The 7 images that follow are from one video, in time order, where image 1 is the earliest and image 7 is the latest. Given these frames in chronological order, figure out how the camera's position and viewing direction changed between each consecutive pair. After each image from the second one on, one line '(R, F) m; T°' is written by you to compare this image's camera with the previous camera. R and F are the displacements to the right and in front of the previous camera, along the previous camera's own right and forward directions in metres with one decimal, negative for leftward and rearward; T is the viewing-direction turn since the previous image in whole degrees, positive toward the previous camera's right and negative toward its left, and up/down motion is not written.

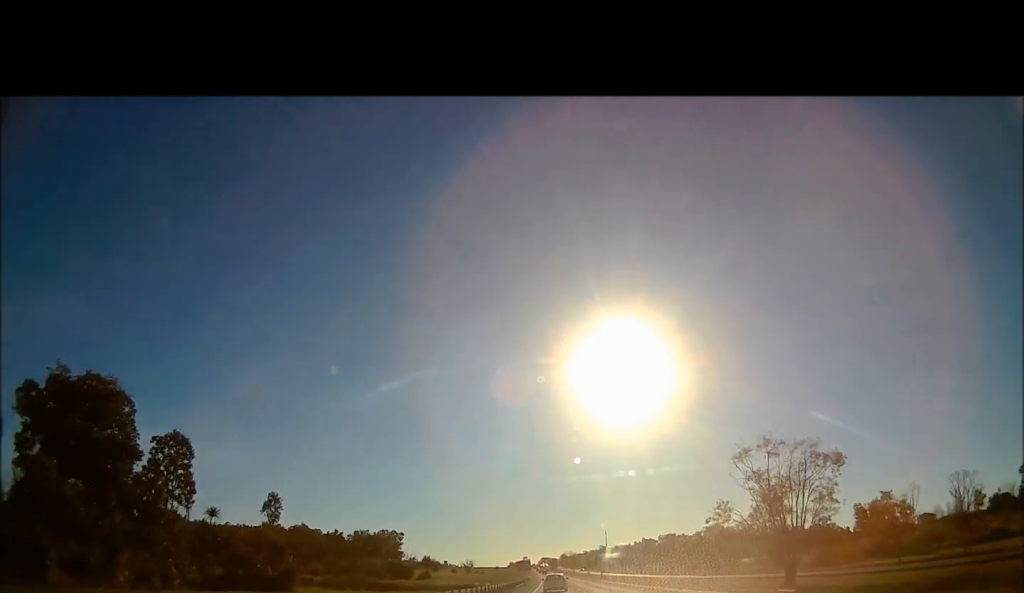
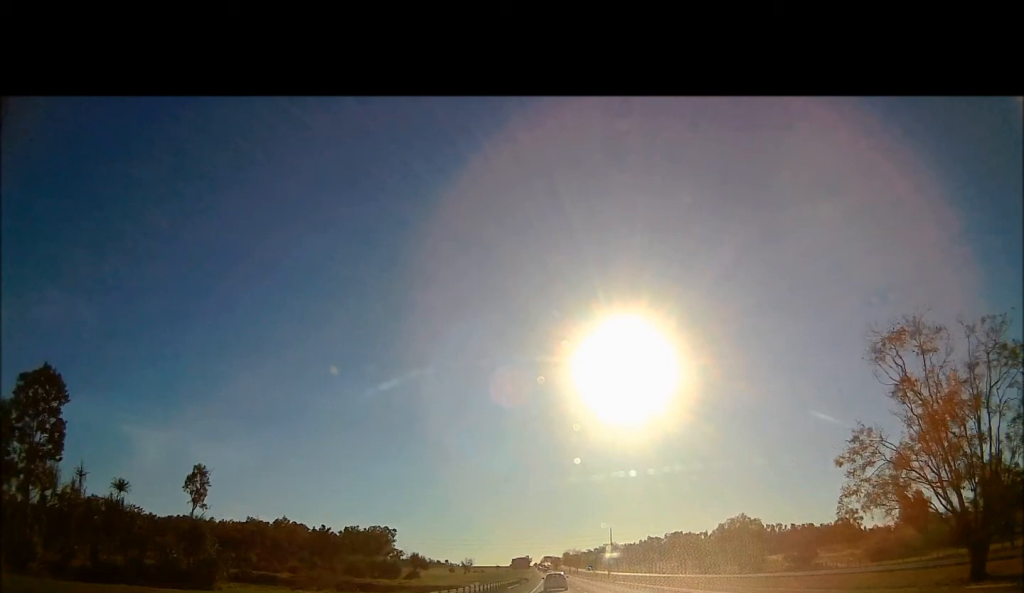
(+0.2, +15.1) m; +1°
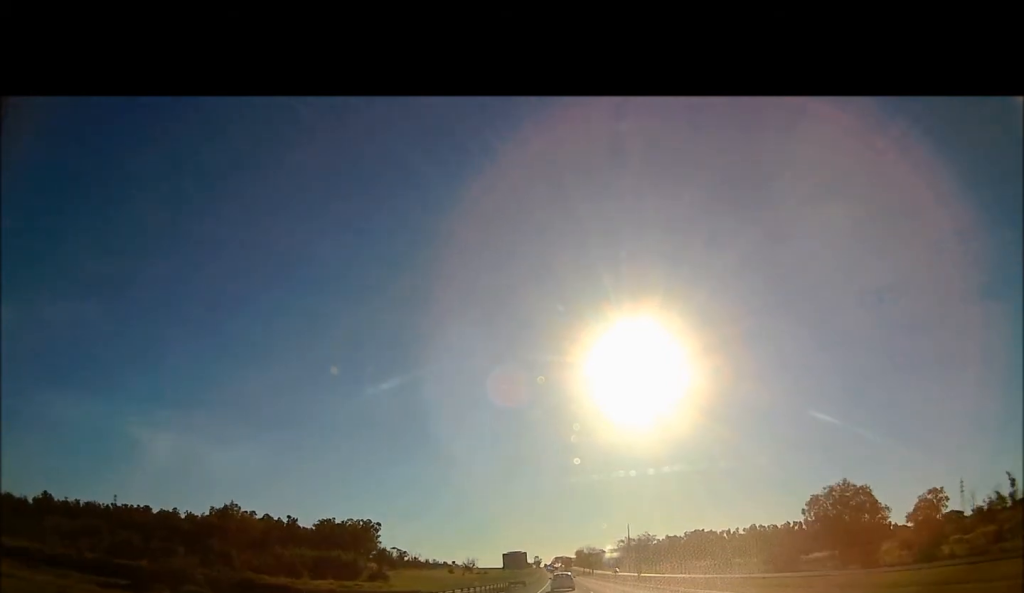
(+0.2, +34.1) m; 0°
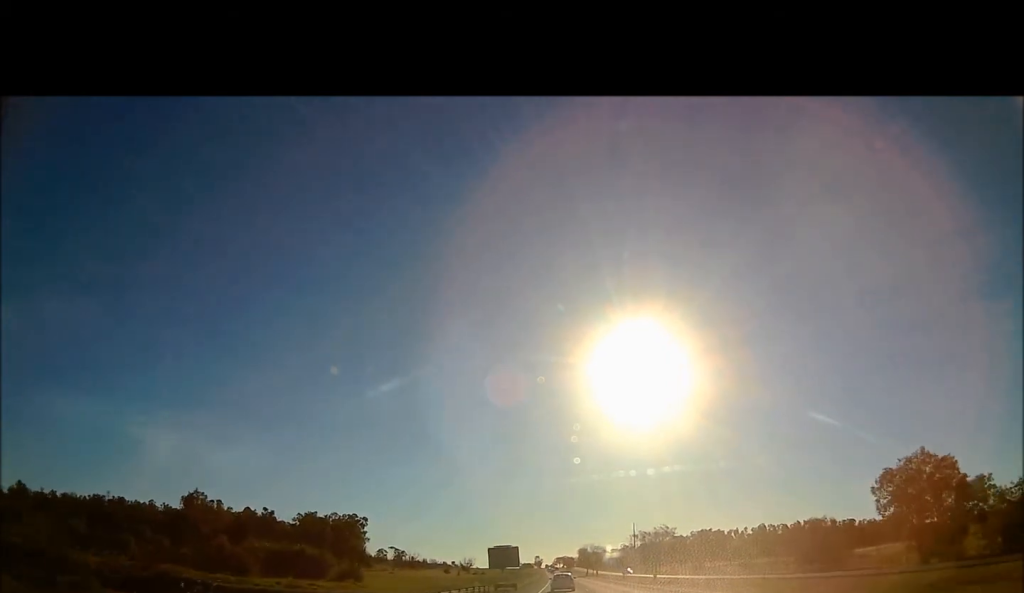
(0.0, +15.5) m; 0°
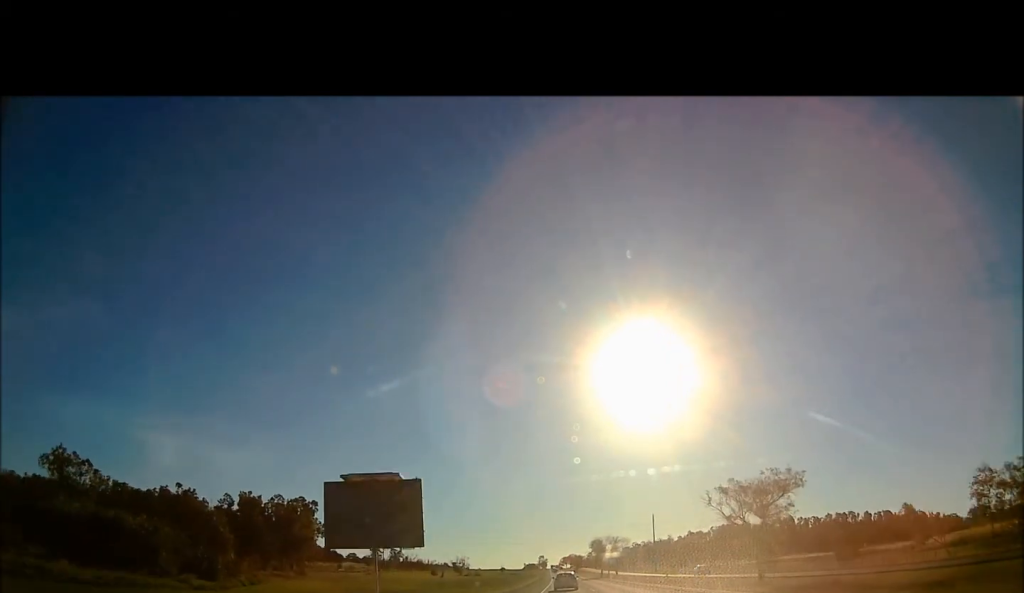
(0.0, +41.4) m; -1°
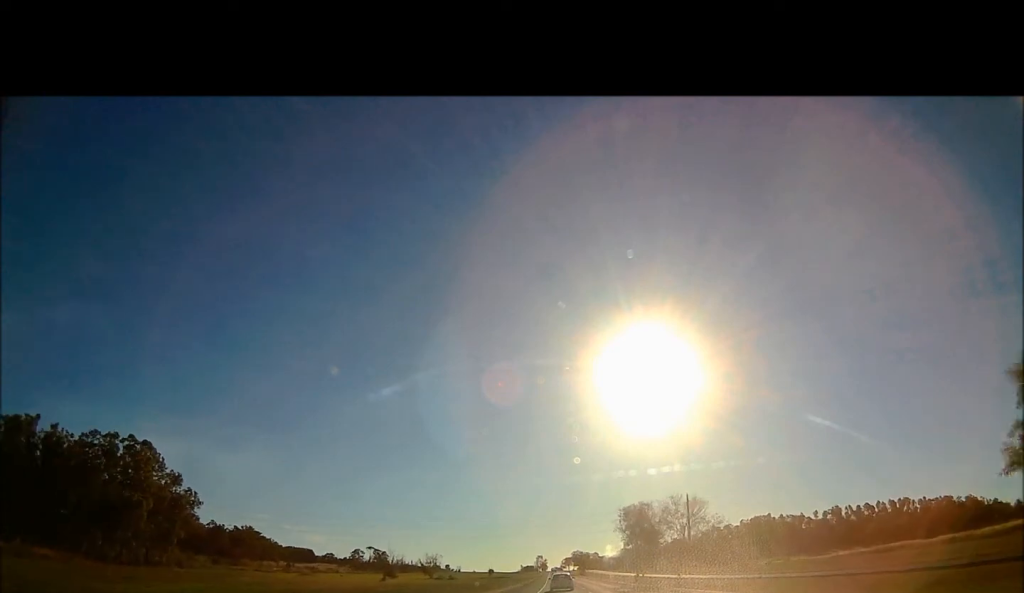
(-2.7, +62.6) m; -1°
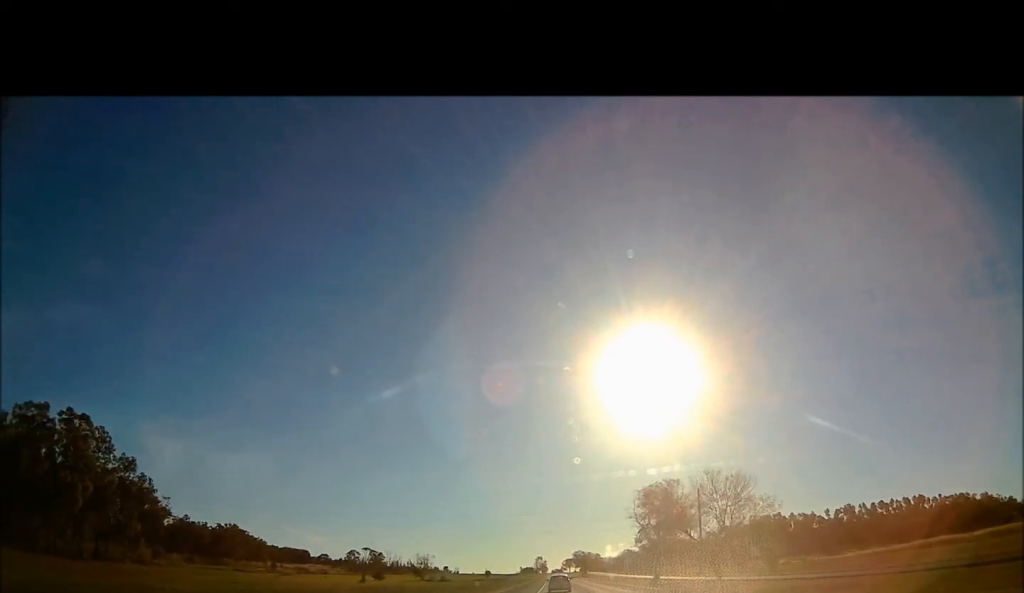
(+0.2, +14.1) m; +1°
